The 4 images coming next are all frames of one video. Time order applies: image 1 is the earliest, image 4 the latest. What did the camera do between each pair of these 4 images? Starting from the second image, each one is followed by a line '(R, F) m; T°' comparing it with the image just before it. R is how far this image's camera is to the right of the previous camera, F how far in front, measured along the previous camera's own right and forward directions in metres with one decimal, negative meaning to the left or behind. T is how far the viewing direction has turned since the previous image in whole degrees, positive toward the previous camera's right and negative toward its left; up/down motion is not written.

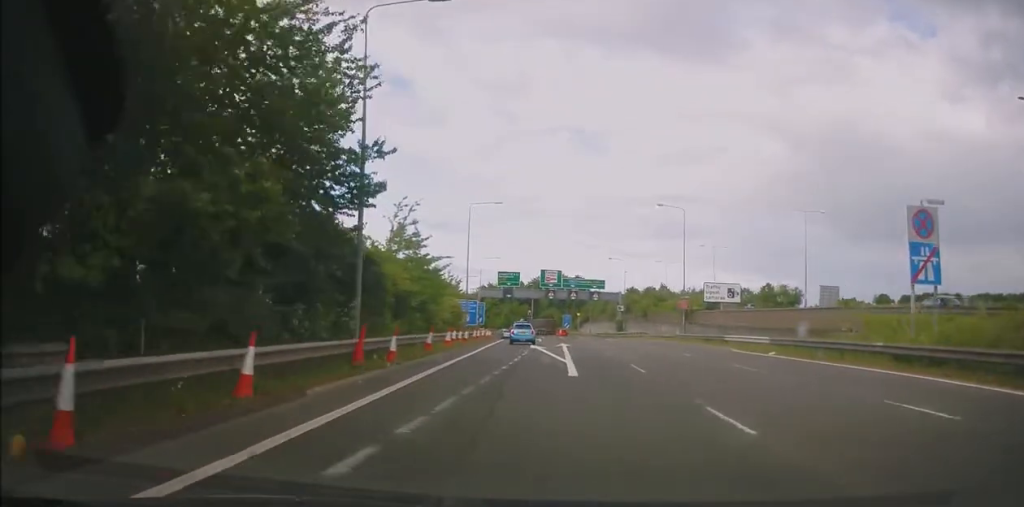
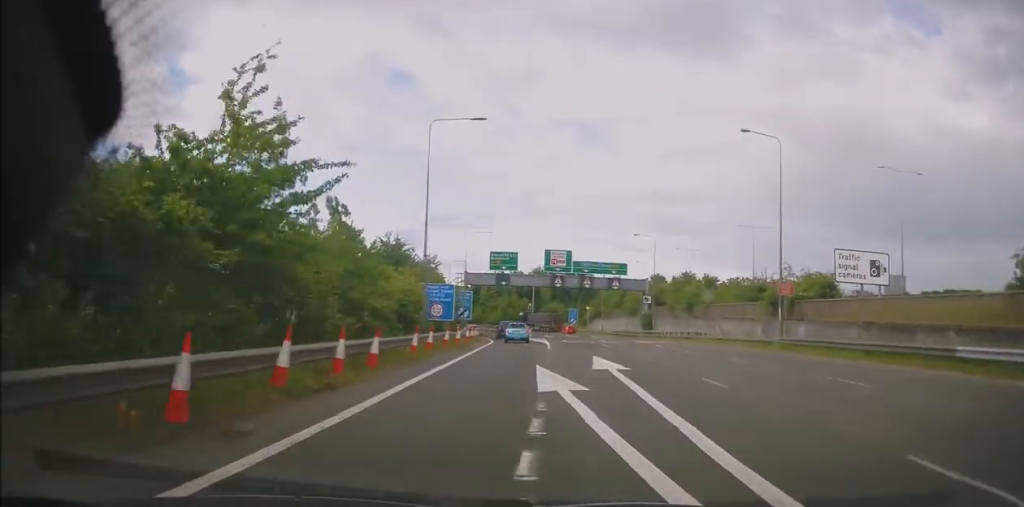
(-0.2, +22.1) m; 0°
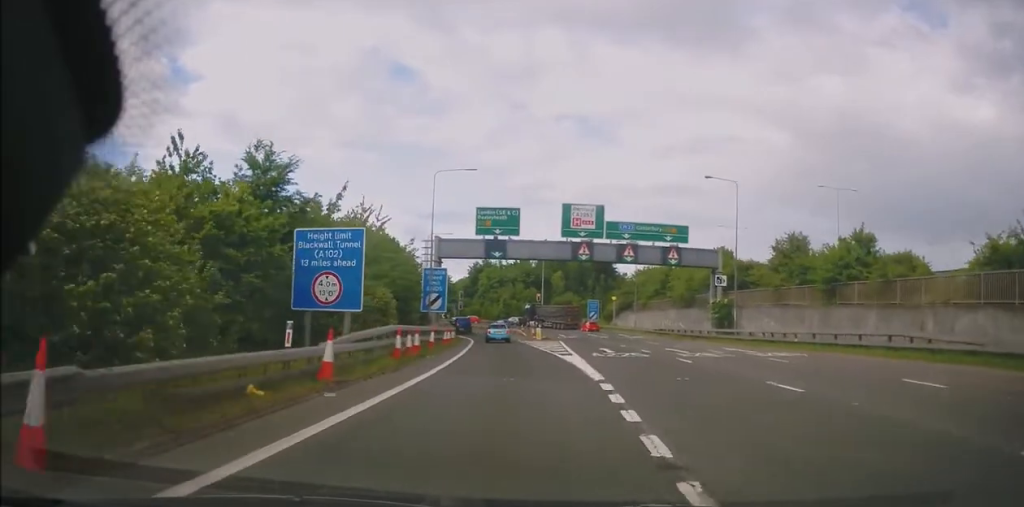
(+0.2, +27.7) m; 0°
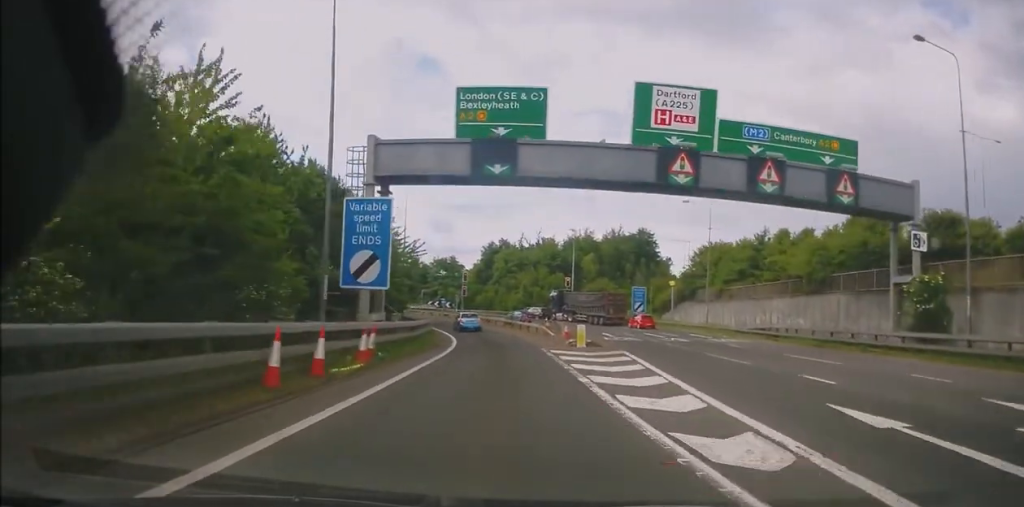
(-0.7, +24.9) m; -3°
